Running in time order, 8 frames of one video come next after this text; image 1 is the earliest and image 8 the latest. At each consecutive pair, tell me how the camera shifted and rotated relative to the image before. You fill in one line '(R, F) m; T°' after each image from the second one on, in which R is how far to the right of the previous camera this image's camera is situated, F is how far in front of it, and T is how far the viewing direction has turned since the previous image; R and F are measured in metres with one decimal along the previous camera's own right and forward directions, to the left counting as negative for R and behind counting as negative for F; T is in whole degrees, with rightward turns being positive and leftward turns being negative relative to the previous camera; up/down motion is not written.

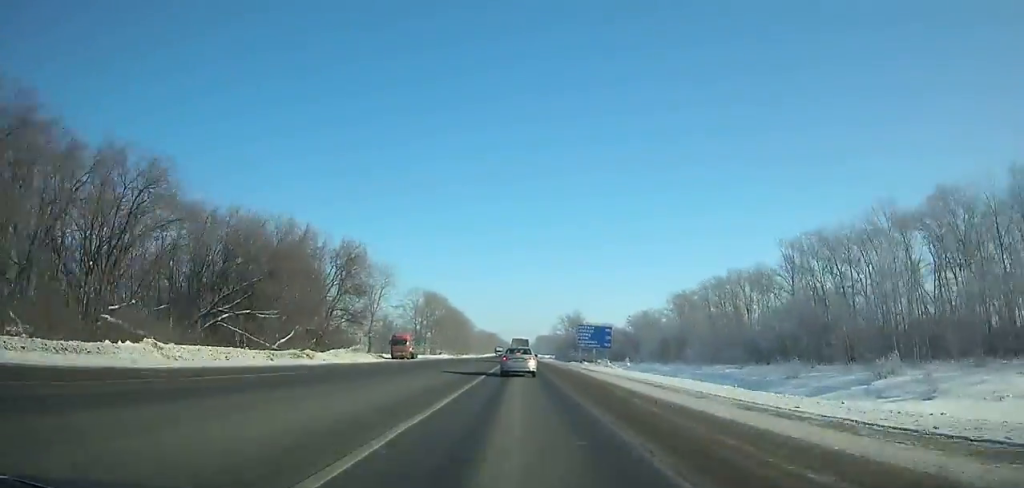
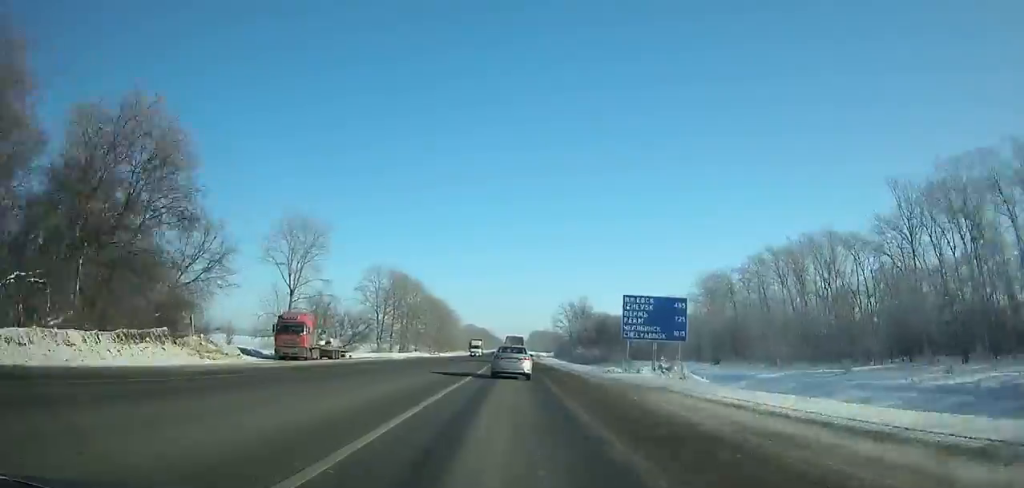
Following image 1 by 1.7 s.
(+0.2, +35.8) m; 0°
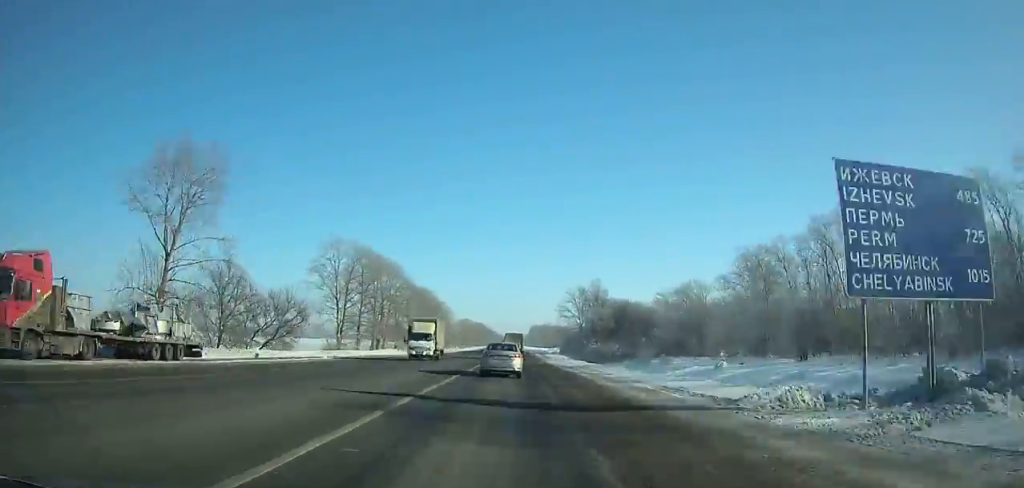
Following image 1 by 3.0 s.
(+0.1, +27.2) m; 0°
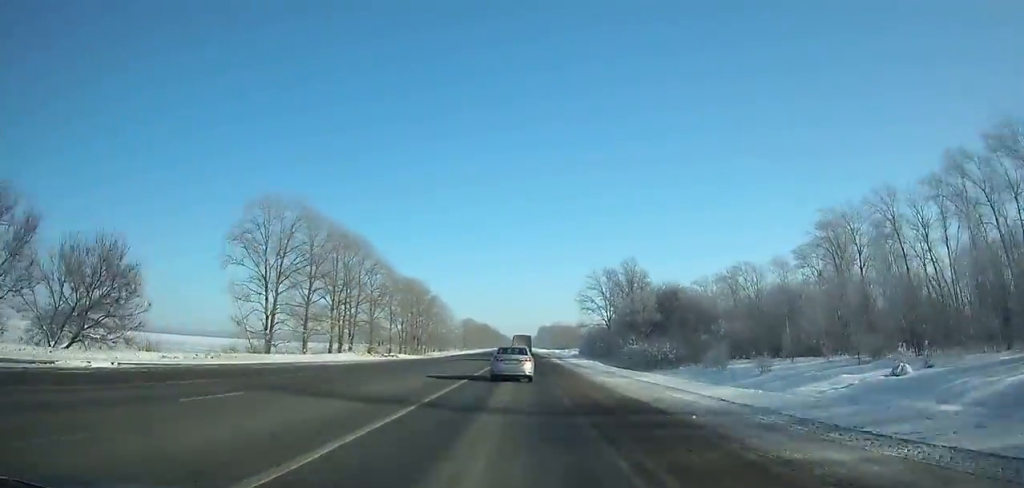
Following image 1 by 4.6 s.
(-0.2, +32.6) m; 0°
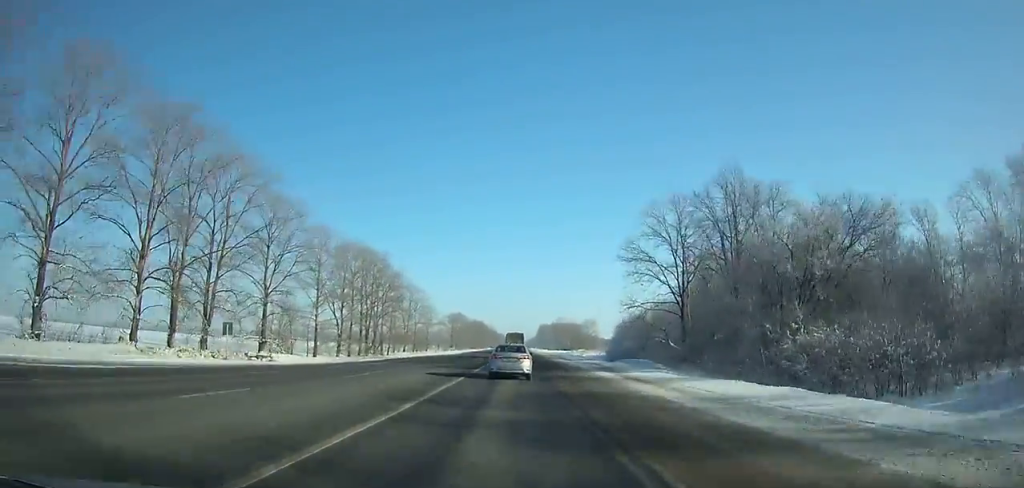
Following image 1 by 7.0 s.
(-0.1, +48.4) m; 0°
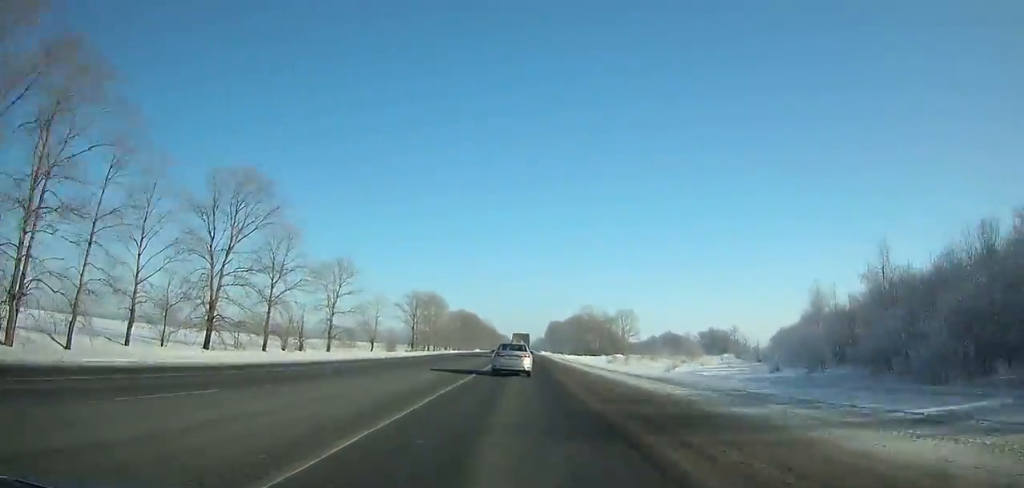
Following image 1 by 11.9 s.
(-0.2, +96.9) m; 0°
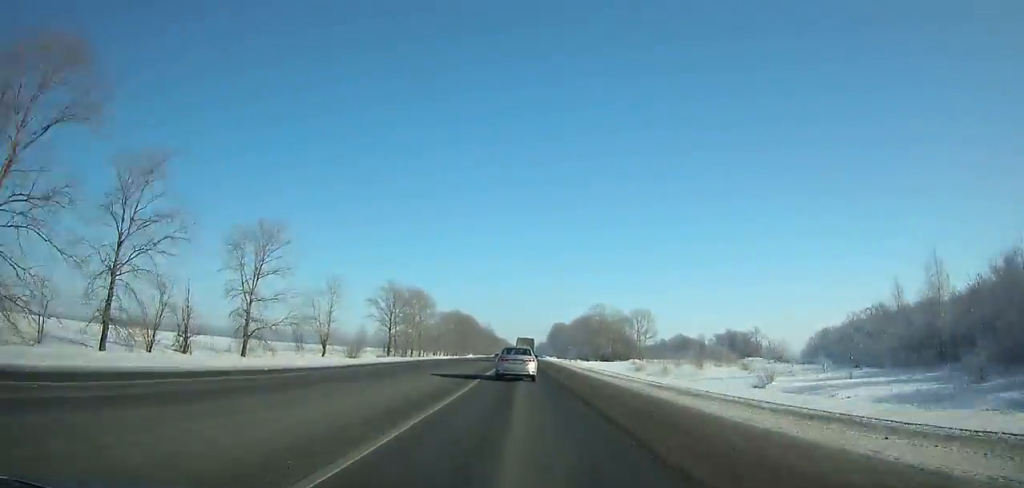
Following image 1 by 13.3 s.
(+0.1, +27.3) m; 0°
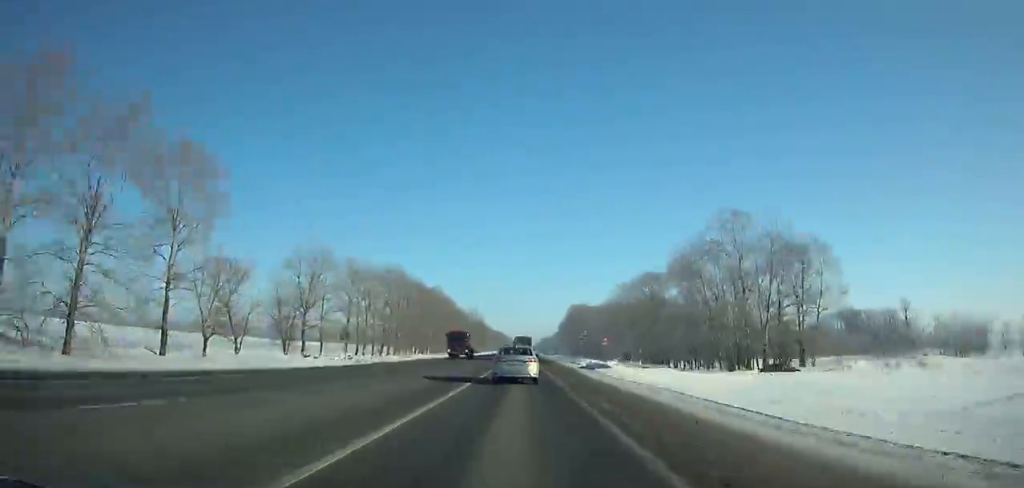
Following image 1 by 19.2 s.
(-0.1, +114.7) m; 0°
